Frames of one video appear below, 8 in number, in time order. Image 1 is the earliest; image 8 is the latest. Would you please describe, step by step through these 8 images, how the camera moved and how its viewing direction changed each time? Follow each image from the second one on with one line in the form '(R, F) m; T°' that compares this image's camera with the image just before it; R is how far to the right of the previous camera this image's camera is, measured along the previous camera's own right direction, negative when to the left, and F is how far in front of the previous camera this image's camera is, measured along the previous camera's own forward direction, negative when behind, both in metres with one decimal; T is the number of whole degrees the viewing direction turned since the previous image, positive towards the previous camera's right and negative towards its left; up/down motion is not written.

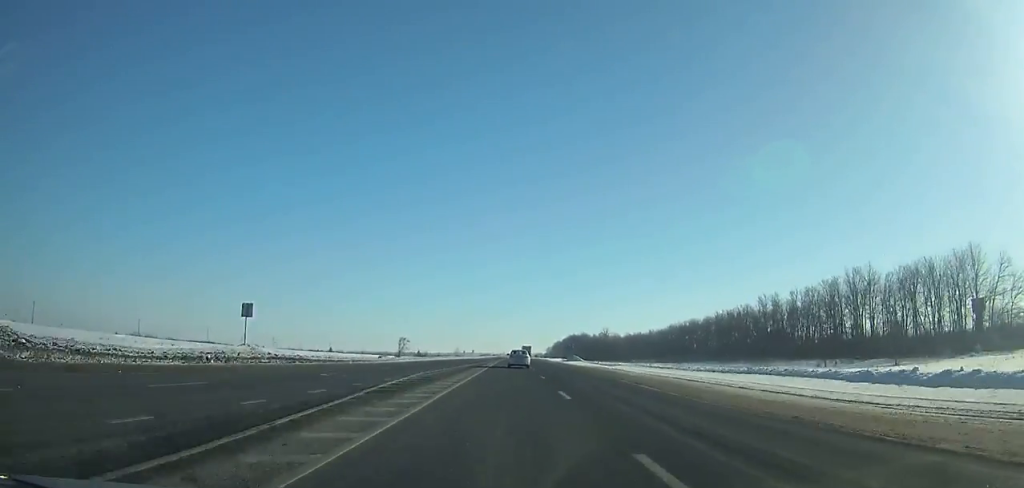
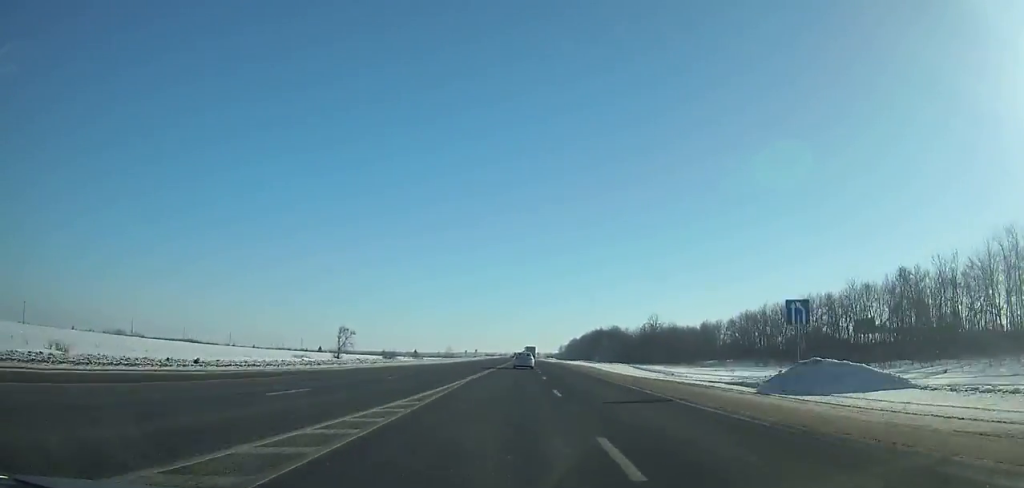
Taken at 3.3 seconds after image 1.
(-0.3, +83.2) m; 0°
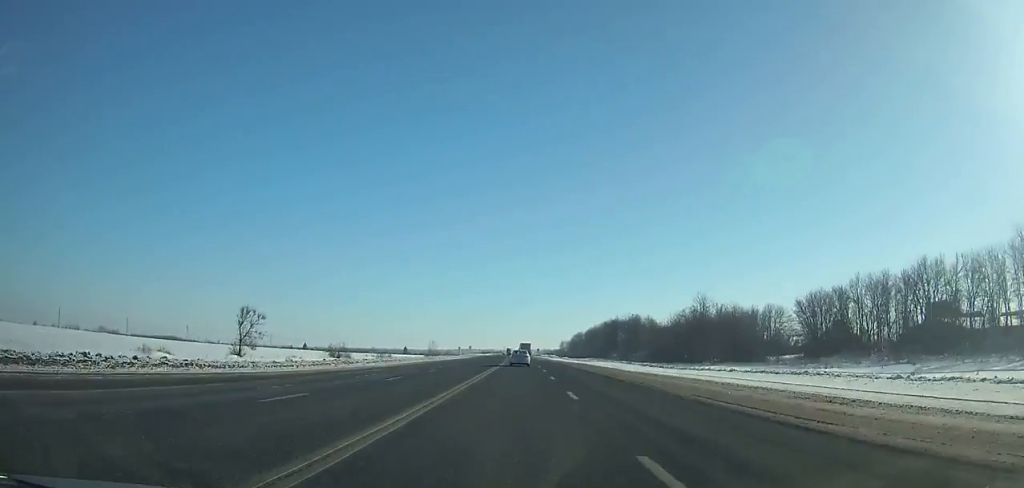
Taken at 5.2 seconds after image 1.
(-0.1, +48.9) m; 0°
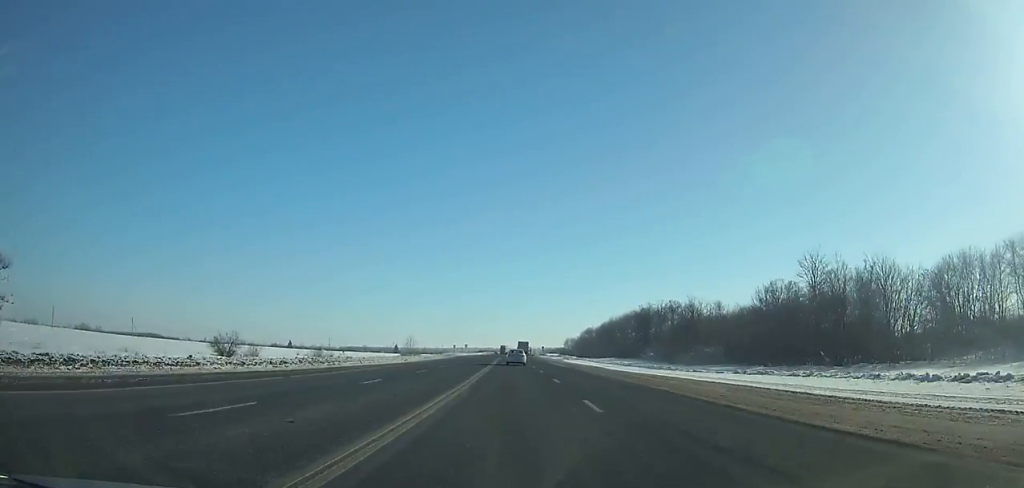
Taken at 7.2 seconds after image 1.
(-0.1, +52.2) m; 0°
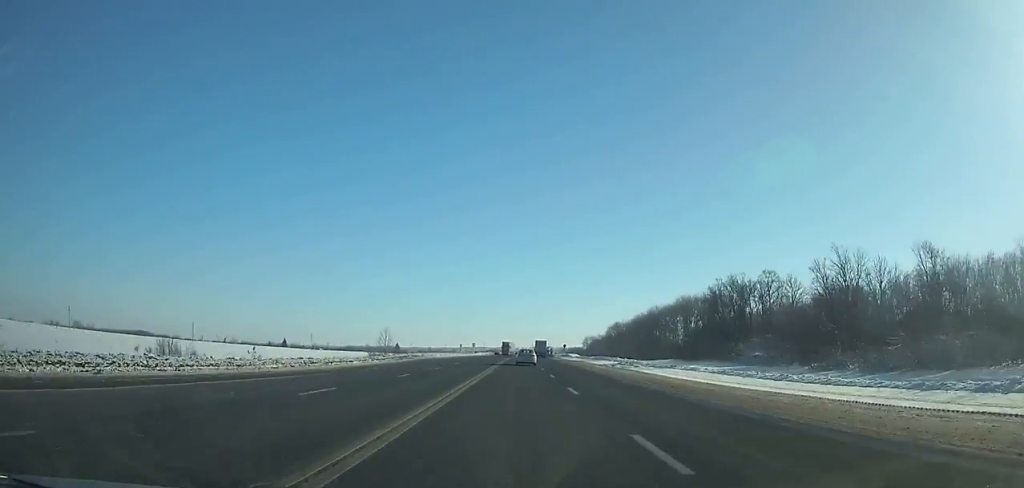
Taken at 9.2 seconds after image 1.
(-0.1, +52.3) m; 0°
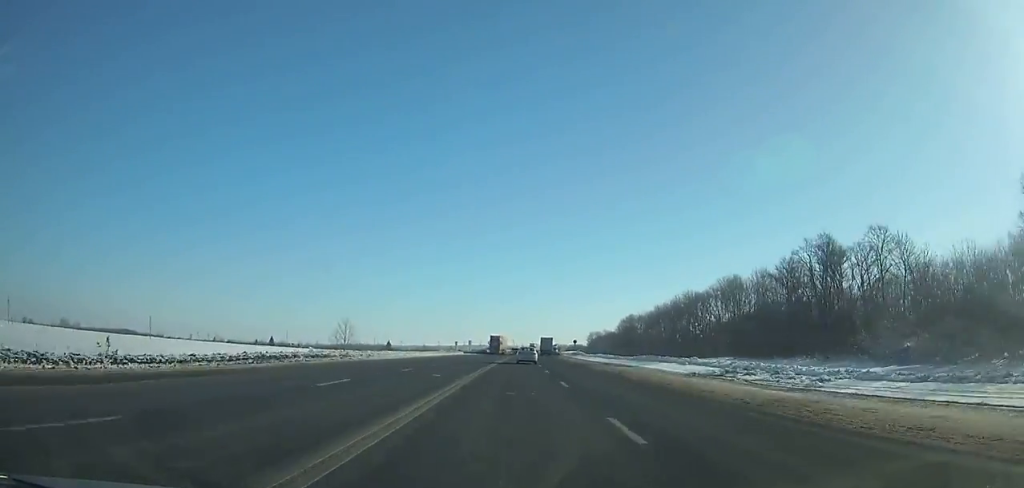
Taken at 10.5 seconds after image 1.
(-0.2, +33.9) m; 0°
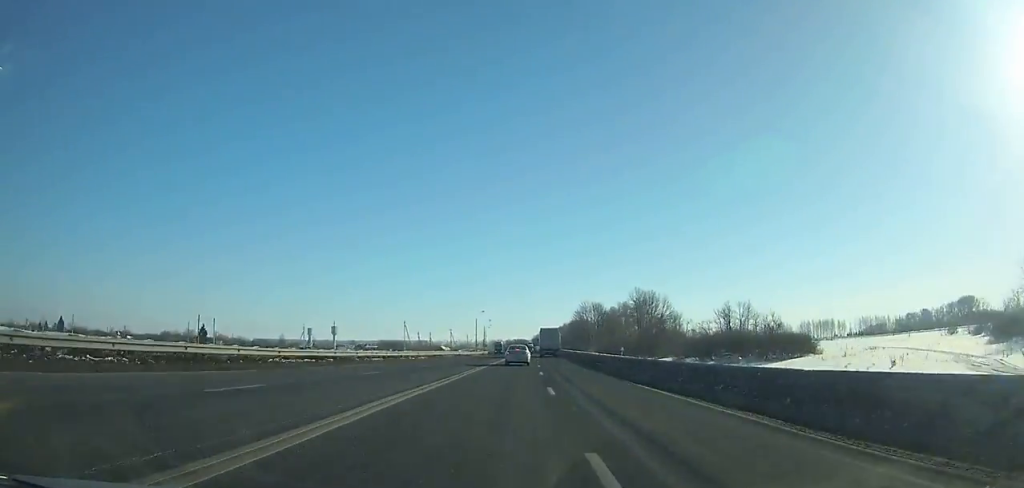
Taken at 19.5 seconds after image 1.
(+10.5, +219.4) m; +6°
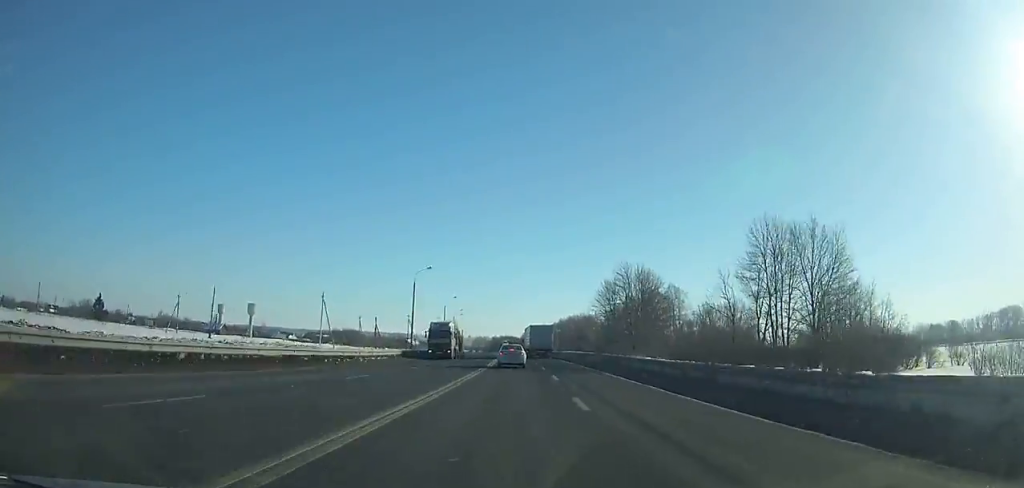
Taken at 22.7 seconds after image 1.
(+0.8, +71.5) m; 0°
